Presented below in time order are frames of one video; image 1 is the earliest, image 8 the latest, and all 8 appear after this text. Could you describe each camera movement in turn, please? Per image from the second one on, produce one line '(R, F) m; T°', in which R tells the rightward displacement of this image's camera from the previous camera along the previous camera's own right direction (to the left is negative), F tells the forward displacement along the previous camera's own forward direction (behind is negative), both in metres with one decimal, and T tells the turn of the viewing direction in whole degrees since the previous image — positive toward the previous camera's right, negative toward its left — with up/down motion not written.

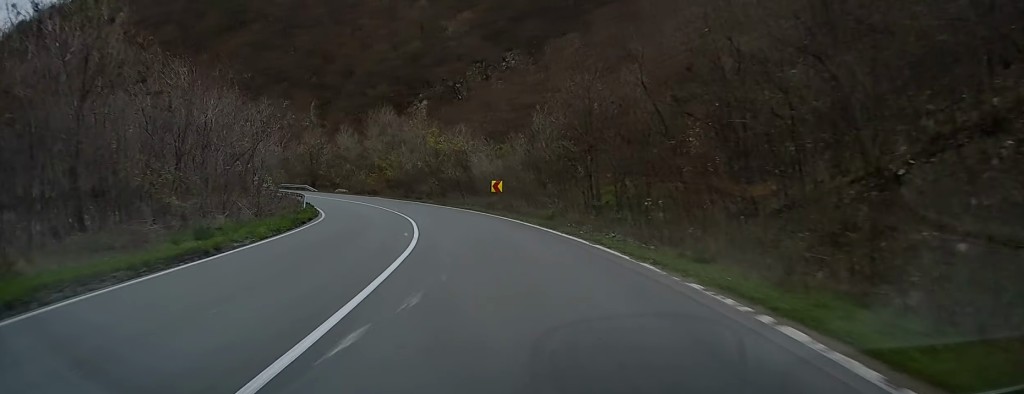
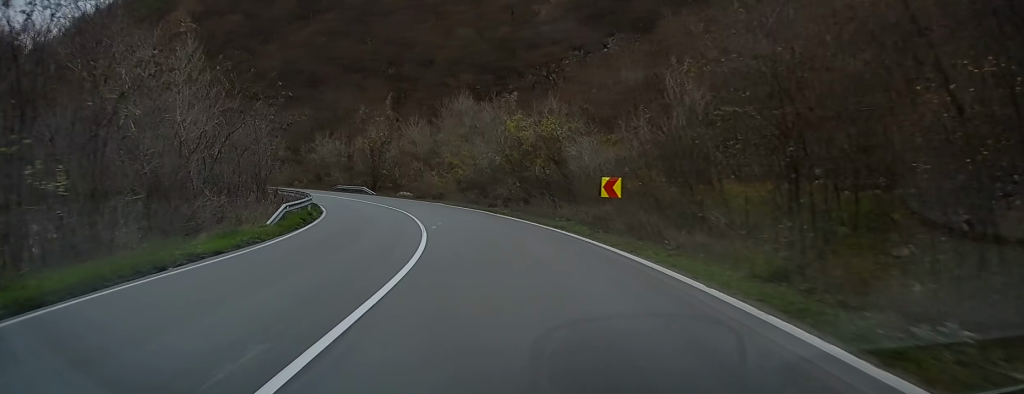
(-1.4, +16.7) m; -8°
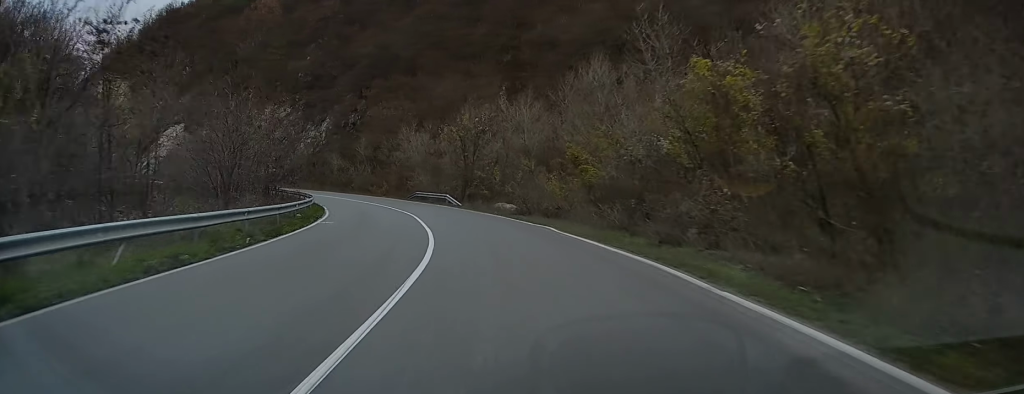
(-2.1, +23.5) m; -11°
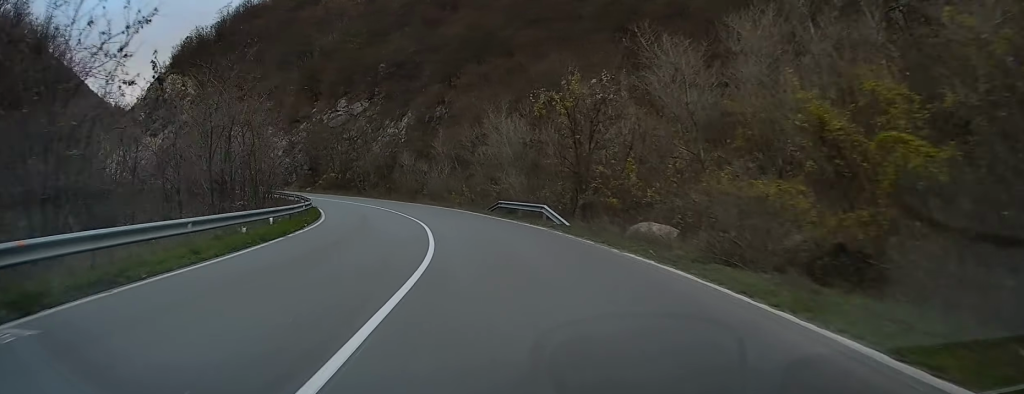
(-1.7, +21.1) m; -10°
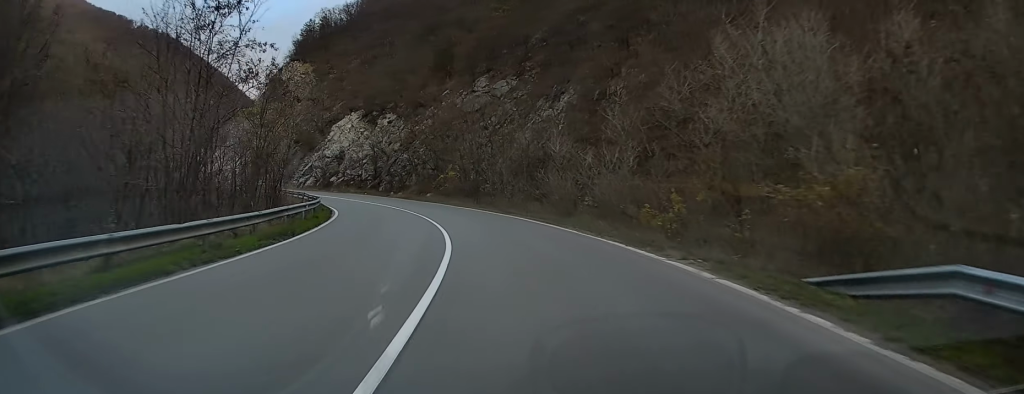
(-4.3, +29.4) m; -14°
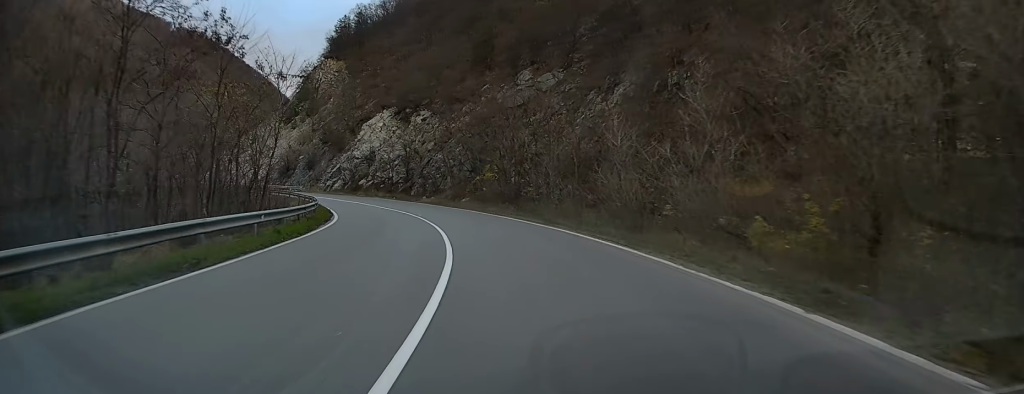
(0.0, +8.5) m; -4°
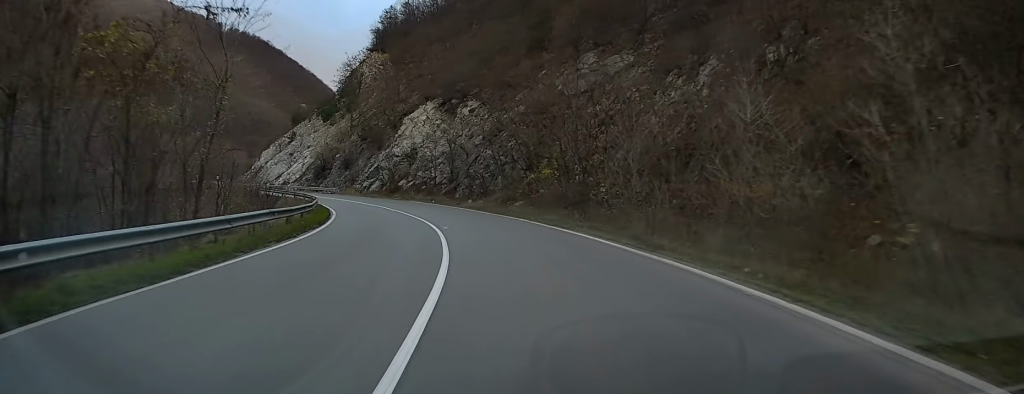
(-0.8, +11.1) m; -5°
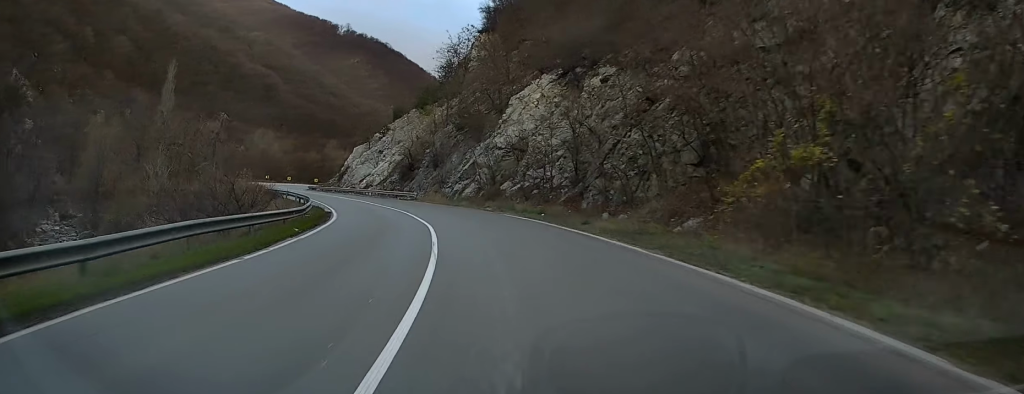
(-2.0, +22.8) m; -11°
